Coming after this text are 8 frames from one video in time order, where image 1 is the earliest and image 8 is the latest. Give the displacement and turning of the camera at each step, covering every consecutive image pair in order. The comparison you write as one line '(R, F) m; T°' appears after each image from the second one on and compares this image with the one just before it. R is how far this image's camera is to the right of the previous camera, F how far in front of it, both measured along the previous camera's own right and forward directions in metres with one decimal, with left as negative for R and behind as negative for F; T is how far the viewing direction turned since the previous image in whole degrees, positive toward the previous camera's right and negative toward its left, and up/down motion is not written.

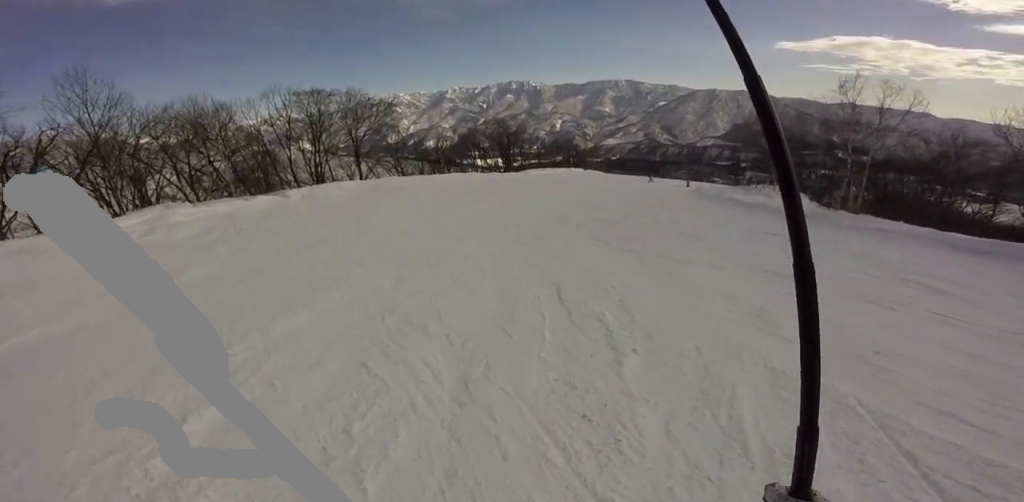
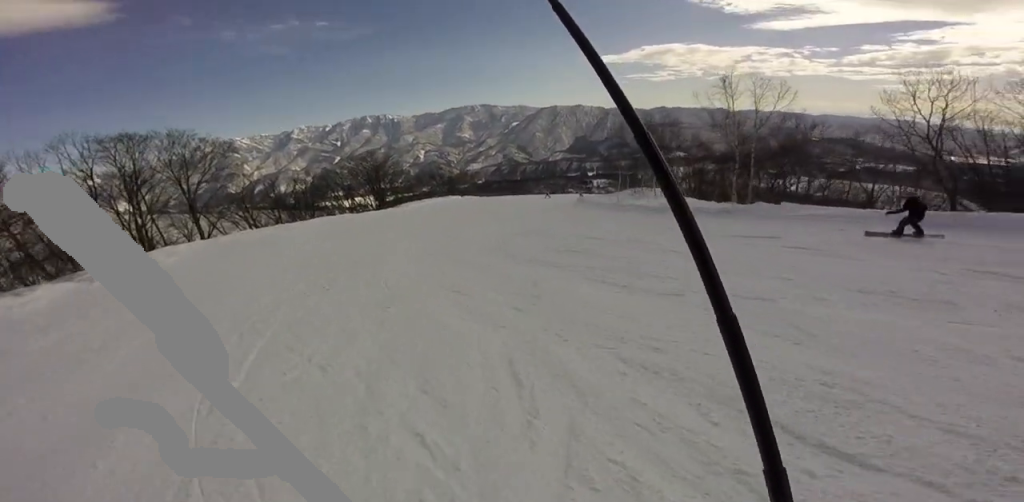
(+2.2, +3.5) m; +15°
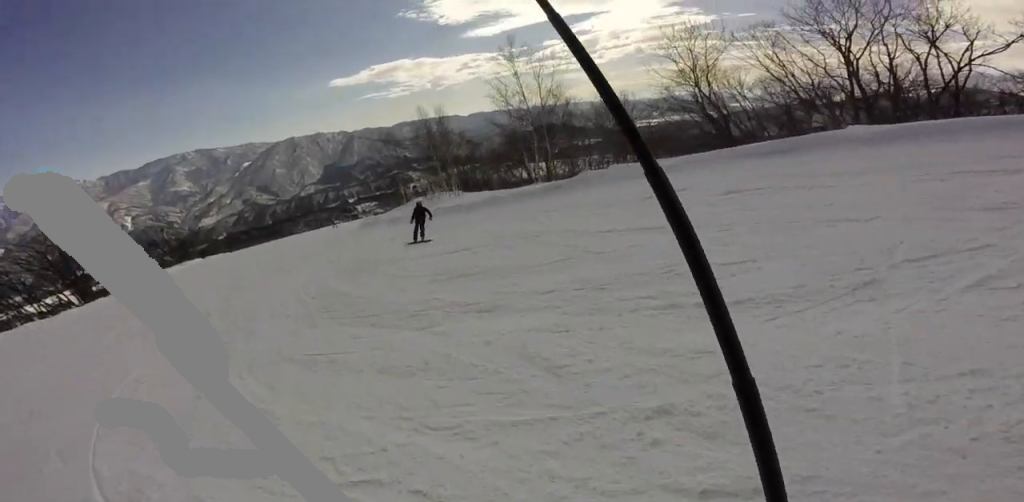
(-0.7, +4.9) m; +3°
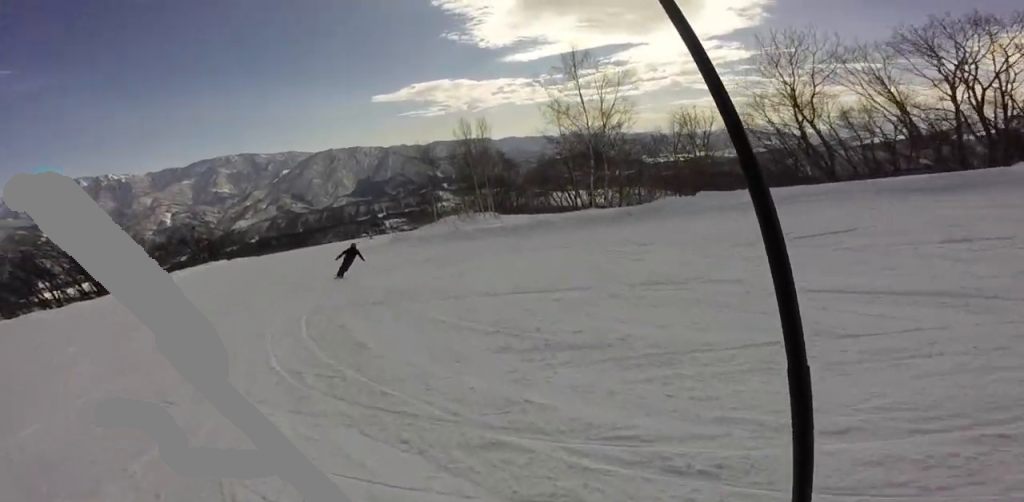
(+0.3, +2.8) m; +5°
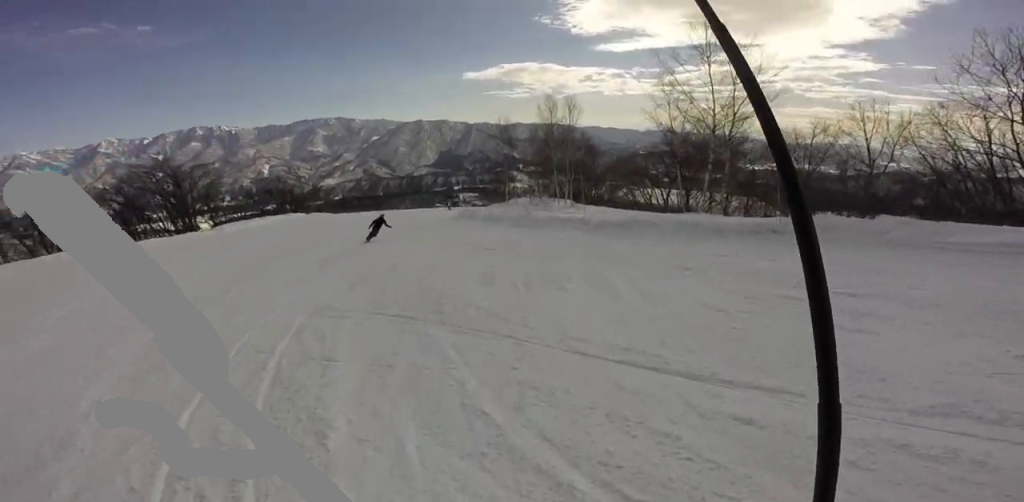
(+0.5, +2.9) m; +7°
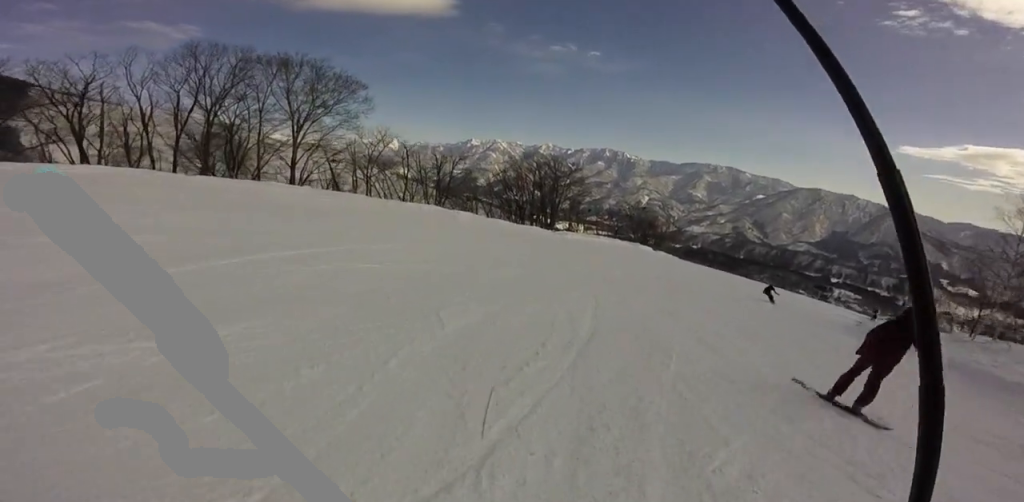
(-1.6, +9.4) m; -24°
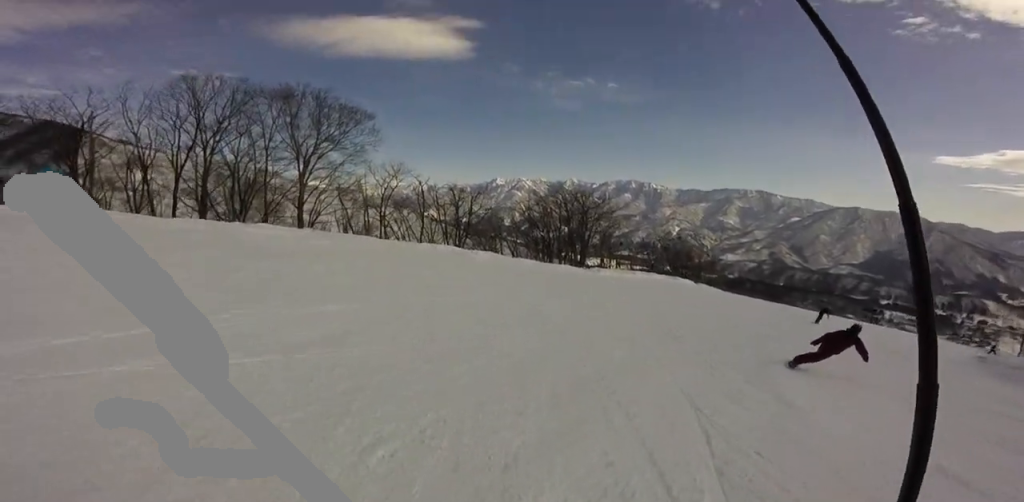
(-0.4, +4.0) m; -2°
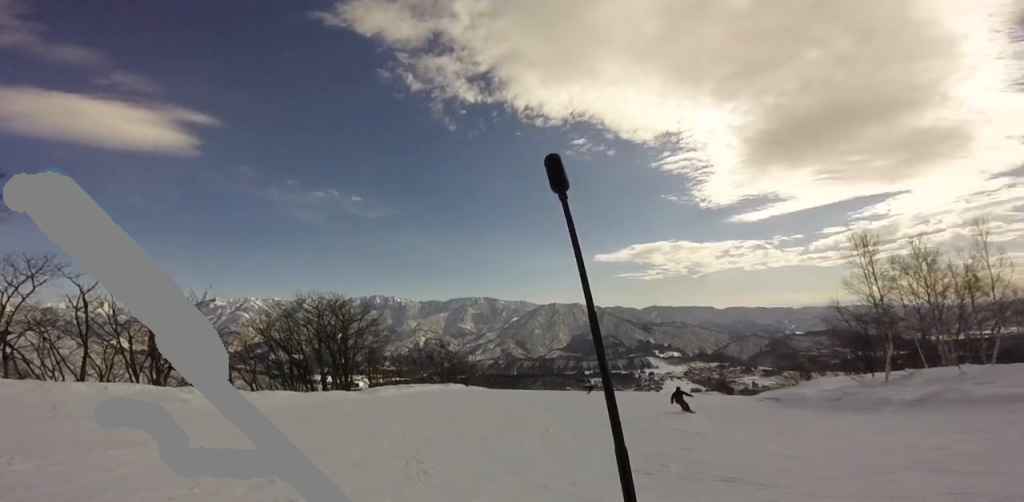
(+0.9, +6.7) m; +14°
